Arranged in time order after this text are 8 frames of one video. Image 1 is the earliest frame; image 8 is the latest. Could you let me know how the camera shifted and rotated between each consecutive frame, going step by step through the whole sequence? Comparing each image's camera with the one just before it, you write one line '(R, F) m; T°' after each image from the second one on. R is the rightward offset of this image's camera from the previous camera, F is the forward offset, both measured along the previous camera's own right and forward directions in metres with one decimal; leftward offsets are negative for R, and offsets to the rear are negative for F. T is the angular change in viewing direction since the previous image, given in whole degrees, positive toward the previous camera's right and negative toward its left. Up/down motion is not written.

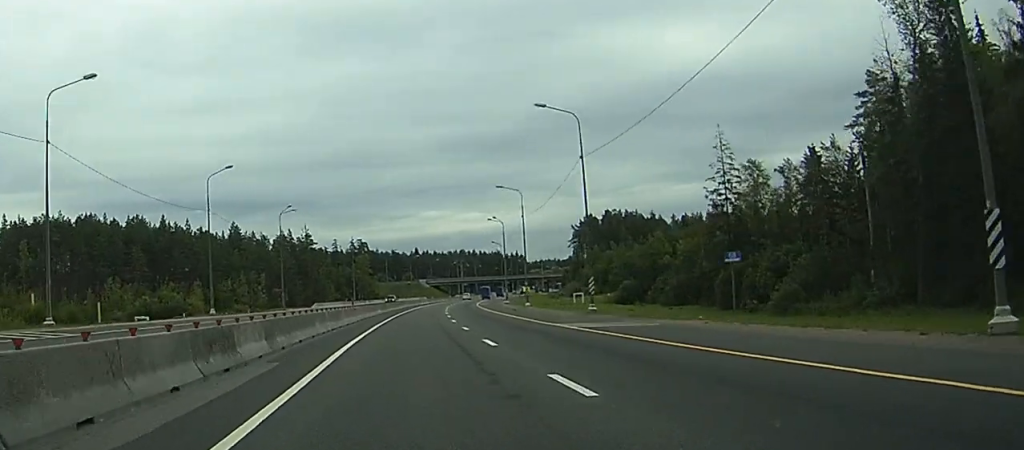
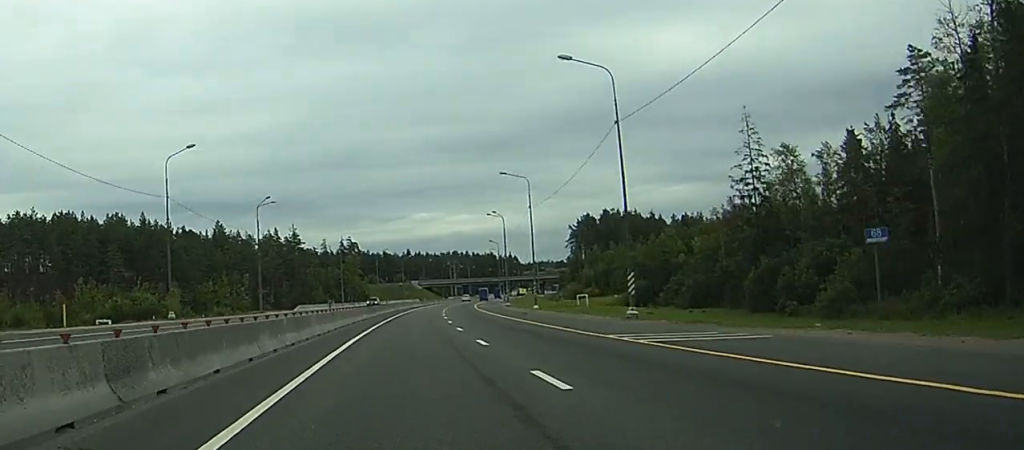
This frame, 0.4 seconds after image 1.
(0.0, +10.7) m; +1°
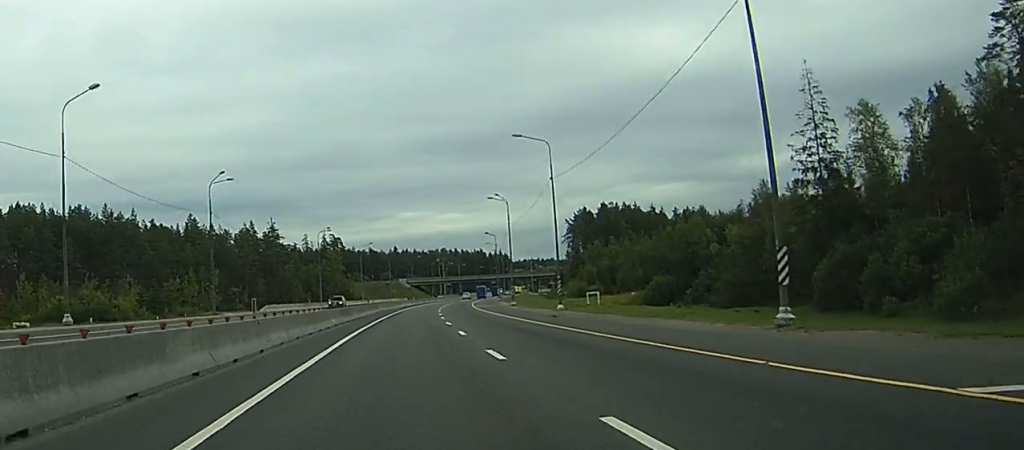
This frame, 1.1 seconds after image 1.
(+0.2, +17.9) m; +1°
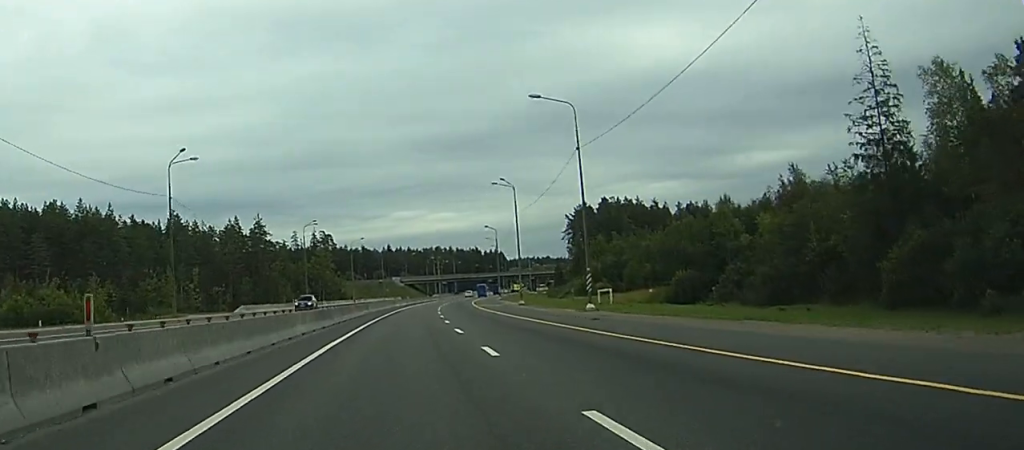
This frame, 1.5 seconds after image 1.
(+0.1, +11.6) m; 0°
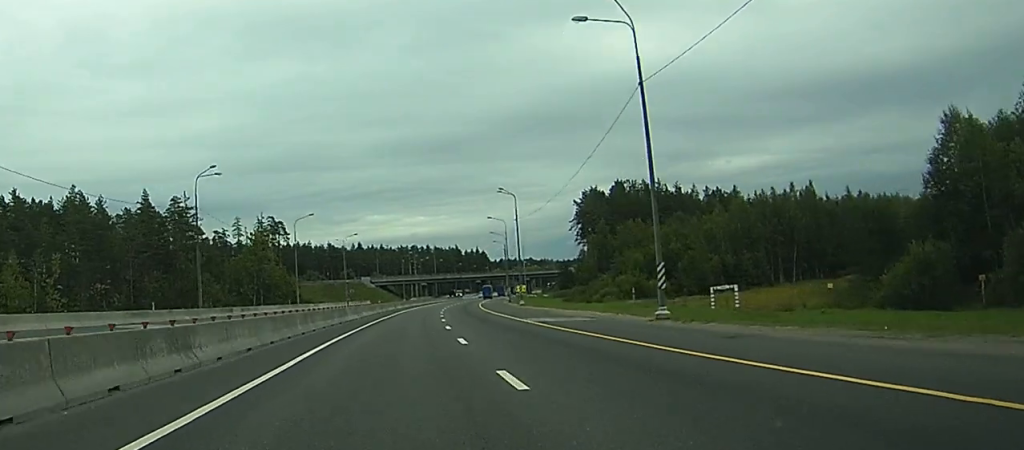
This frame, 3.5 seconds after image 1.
(+0.8, +53.8) m; +2°
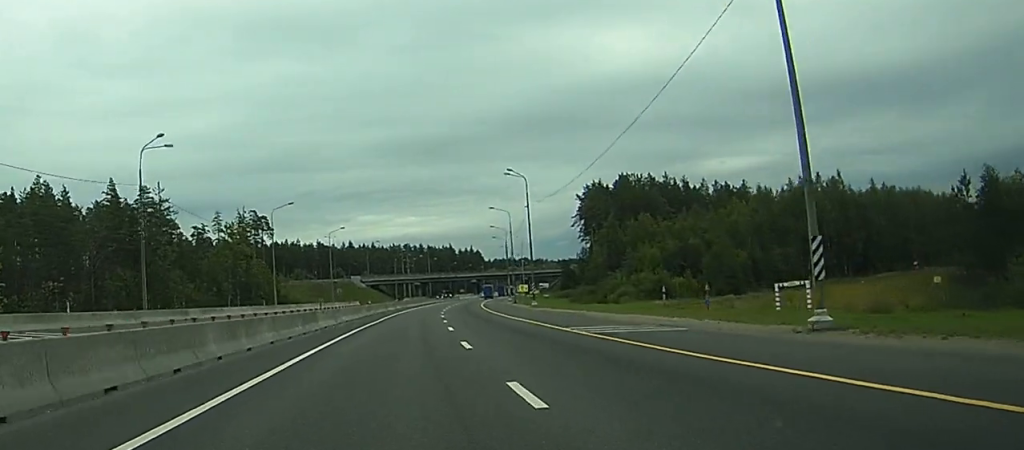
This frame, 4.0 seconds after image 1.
(0.0, +14.3) m; 0°
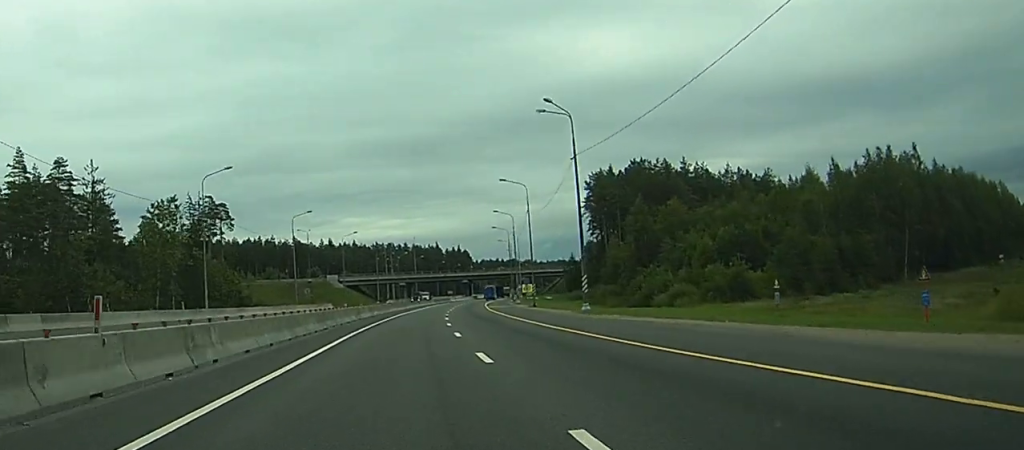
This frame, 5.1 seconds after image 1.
(+0.1, +28.6) m; +1°
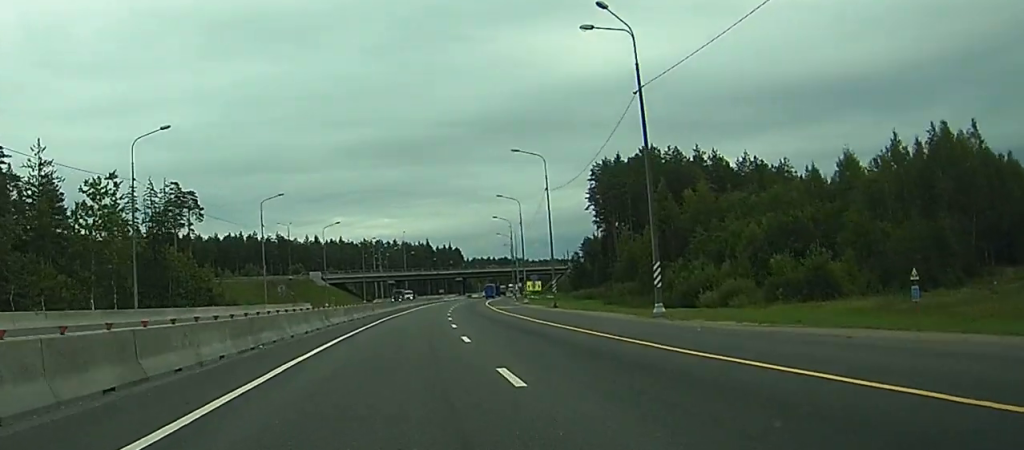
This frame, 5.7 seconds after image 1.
(0.0, +16.9) m; +1°
